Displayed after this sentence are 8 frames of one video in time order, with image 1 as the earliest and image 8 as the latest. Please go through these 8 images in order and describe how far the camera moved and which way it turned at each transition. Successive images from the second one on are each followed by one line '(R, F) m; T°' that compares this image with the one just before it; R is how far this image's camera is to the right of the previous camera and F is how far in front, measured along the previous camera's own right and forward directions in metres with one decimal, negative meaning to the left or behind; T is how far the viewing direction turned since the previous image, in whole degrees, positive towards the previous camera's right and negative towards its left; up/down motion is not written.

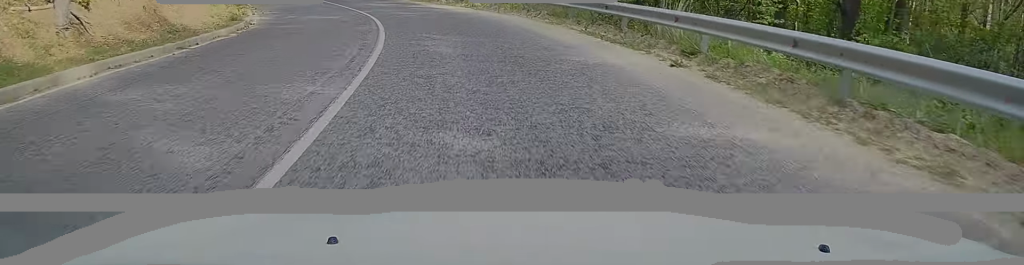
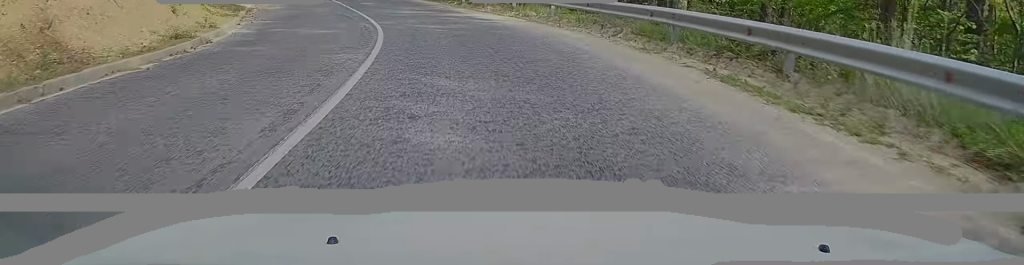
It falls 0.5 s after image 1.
(-0.5, +6.4) m; -5°
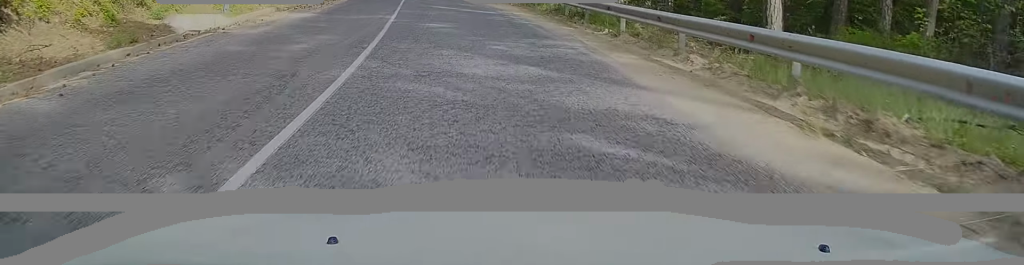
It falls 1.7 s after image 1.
(-1.5, +15.1) m; -10°
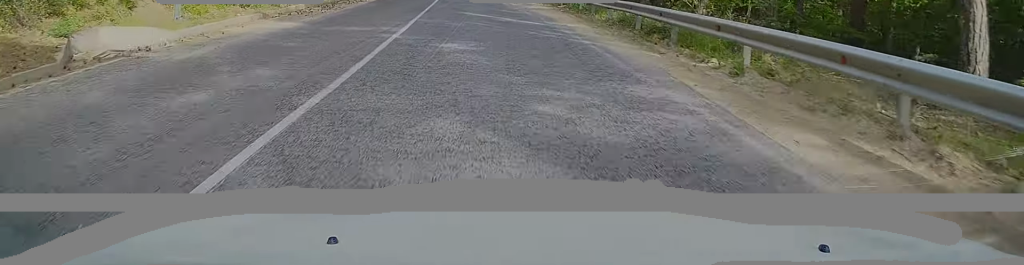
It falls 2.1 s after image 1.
(-0.1, +5.5) m; -2°
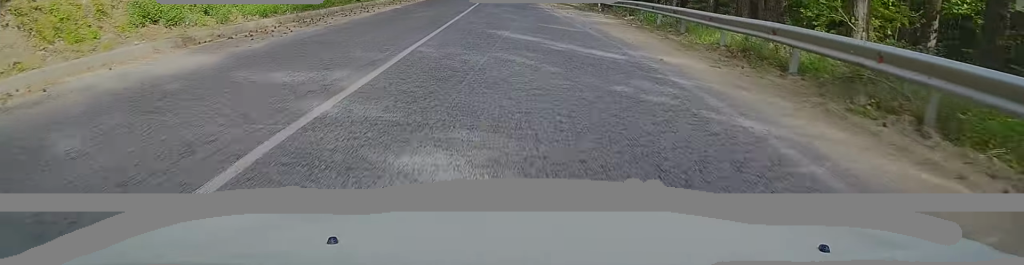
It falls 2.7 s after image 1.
(-0.3, +7.3) m; -2°
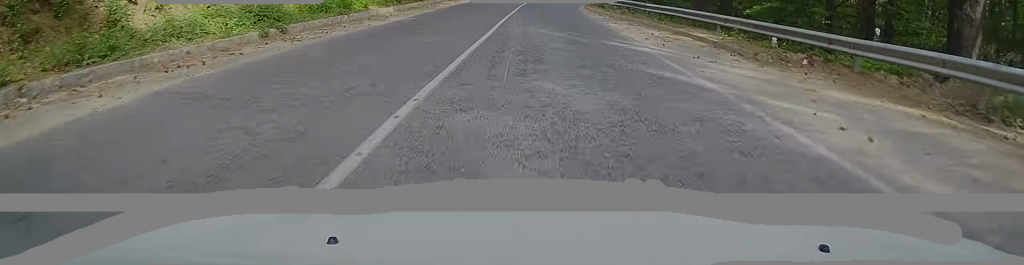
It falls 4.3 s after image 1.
(-1.1, +21.0) m; -7°
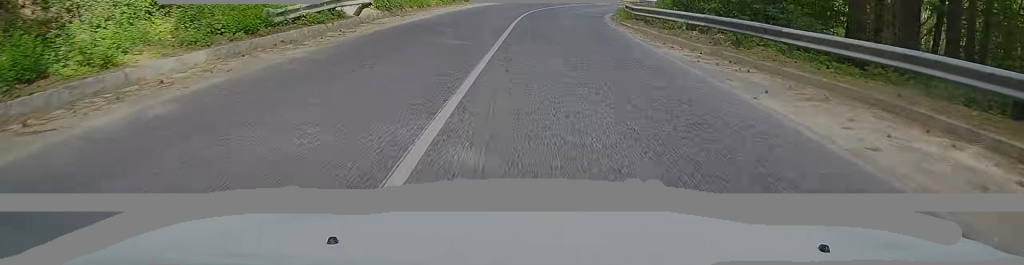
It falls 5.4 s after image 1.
(-0.6, +14.3) m; -1°
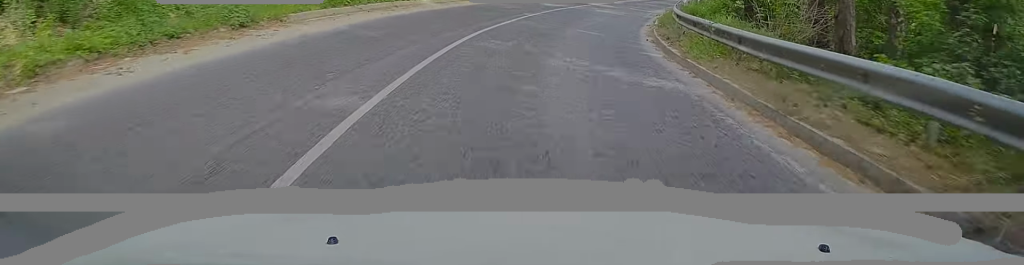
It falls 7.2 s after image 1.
(+1.1, +23.0) m; +7°
